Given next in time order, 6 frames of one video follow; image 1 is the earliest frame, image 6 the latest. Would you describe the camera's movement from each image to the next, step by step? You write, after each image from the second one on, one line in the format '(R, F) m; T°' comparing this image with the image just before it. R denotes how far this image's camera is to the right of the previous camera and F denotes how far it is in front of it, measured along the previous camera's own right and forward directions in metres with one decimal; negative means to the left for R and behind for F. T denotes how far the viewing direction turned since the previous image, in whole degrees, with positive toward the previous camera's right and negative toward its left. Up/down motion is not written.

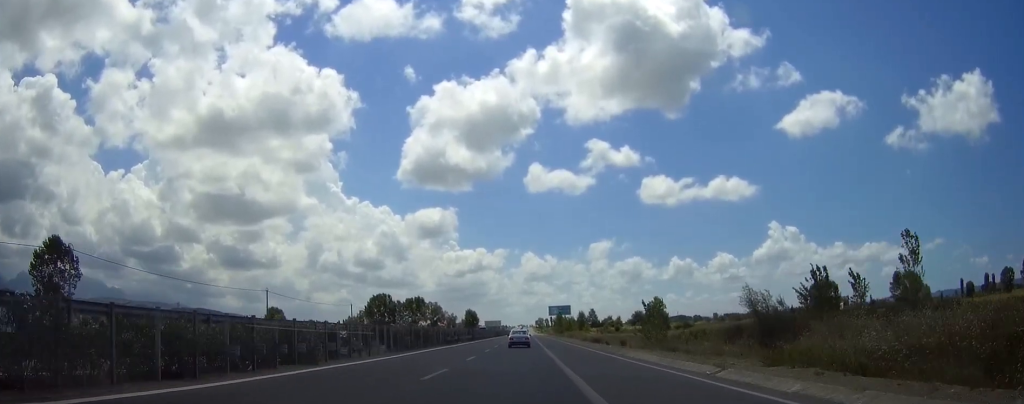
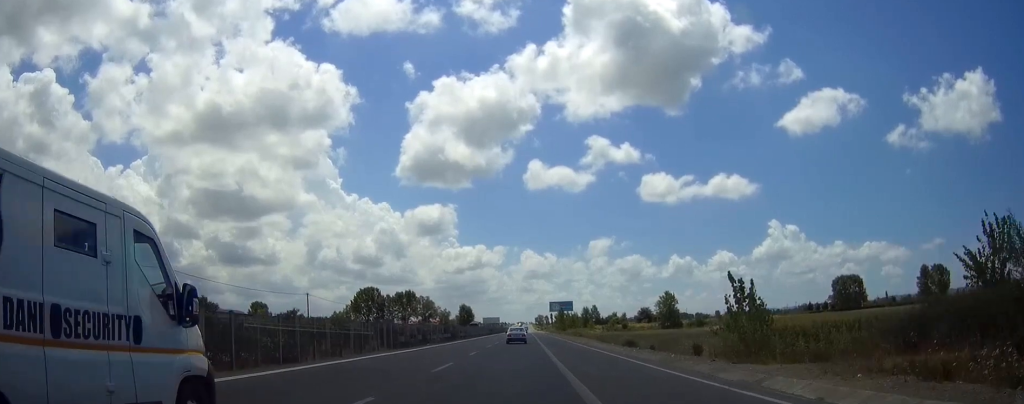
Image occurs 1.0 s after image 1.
(-0.1, +22.6) m; 0°
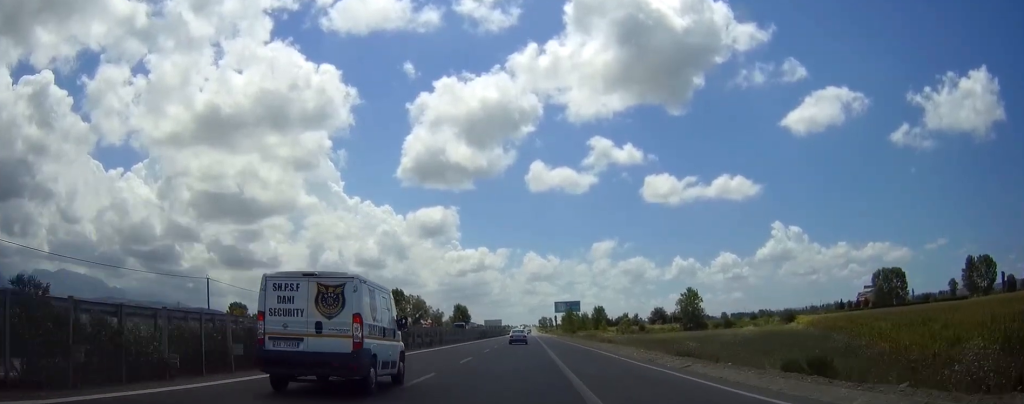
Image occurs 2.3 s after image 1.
(0.0, +30.2) m; 0°
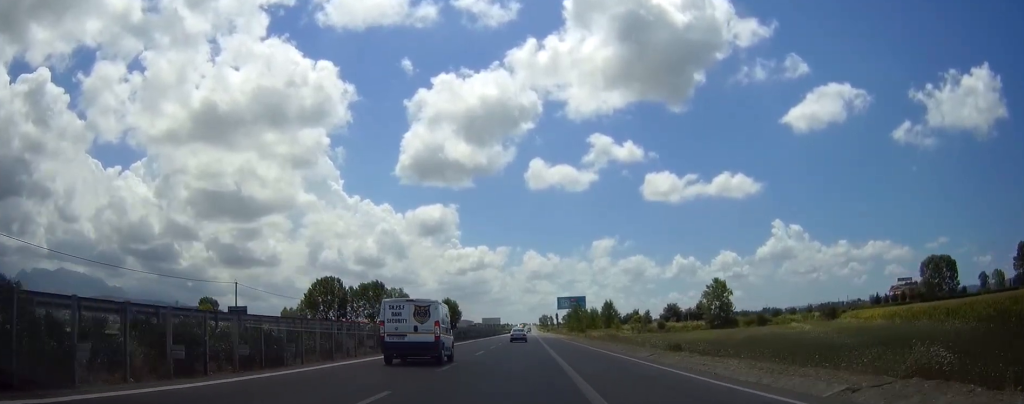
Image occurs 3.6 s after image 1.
(0.0, +32.1) m; 0°
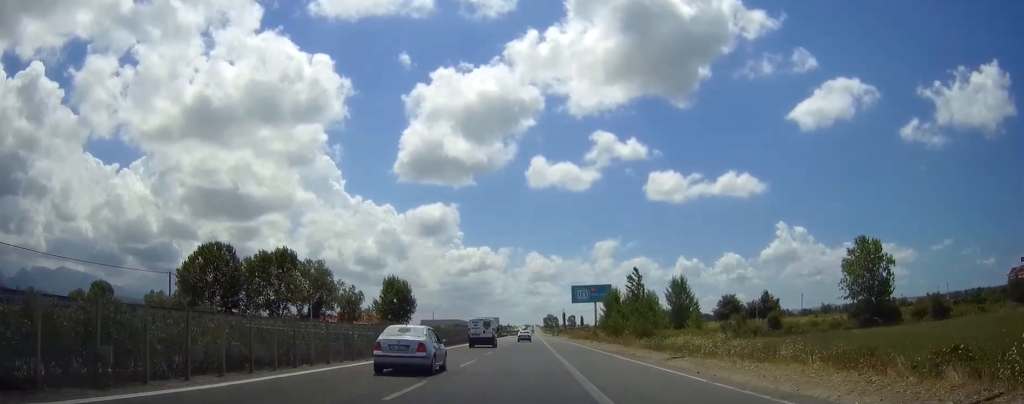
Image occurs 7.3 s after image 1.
(-0.4, +83.9) m; 0°
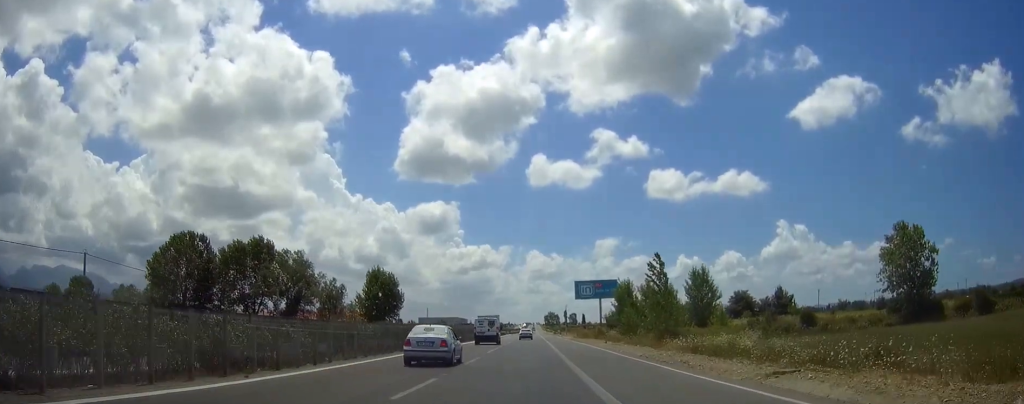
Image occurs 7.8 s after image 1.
(0.0, +12.4) m; 0°
